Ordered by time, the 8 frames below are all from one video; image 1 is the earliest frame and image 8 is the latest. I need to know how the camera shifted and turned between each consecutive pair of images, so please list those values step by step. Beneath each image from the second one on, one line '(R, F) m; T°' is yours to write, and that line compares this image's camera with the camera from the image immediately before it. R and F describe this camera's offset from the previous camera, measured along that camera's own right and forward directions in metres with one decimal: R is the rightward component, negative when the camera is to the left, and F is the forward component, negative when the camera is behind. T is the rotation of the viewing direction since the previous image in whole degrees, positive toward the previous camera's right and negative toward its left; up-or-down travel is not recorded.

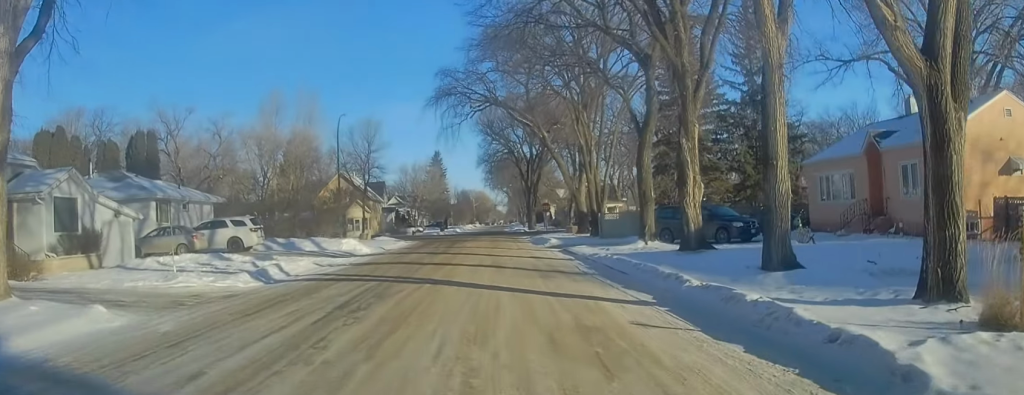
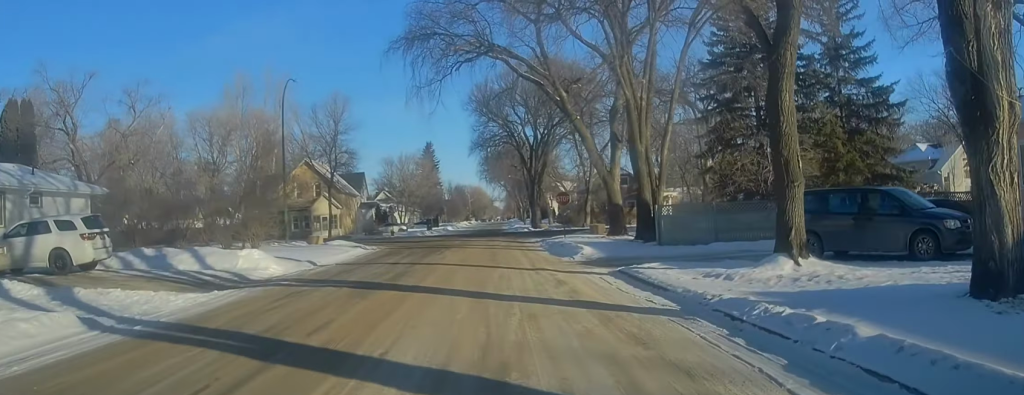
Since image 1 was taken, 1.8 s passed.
(0.0, +15.6) m; 0°
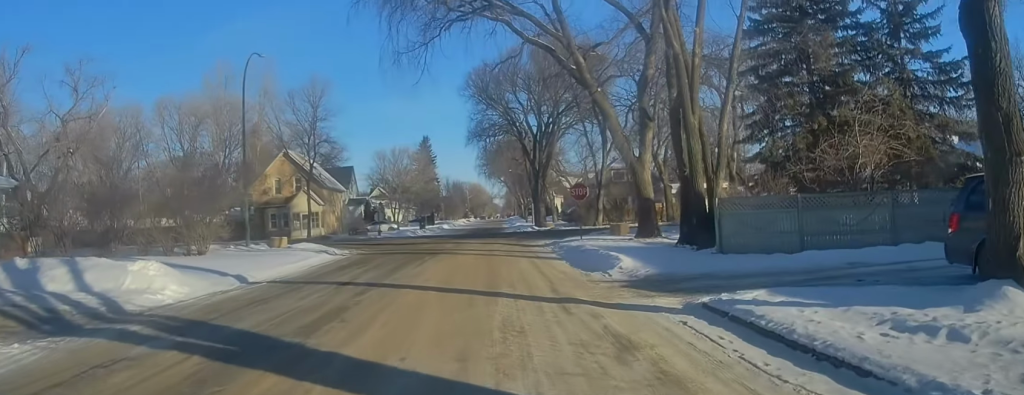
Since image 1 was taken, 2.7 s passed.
(0.0, +7.4) m; 0°
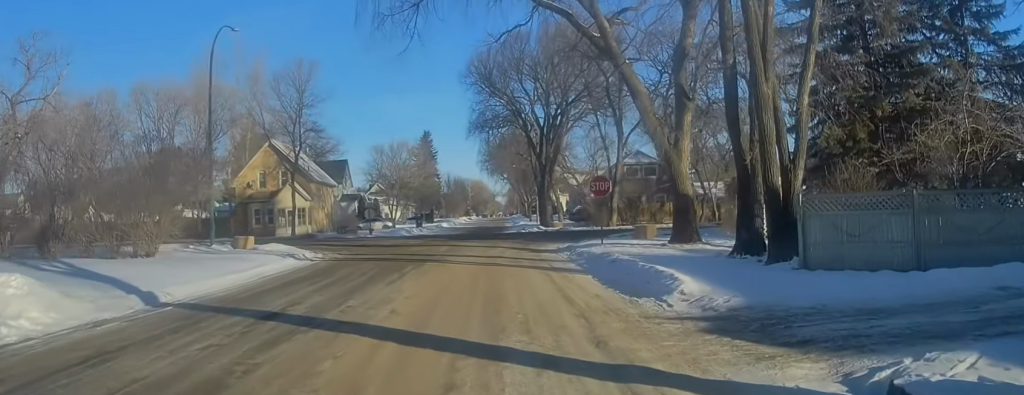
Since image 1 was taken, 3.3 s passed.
(0.0, +5.6) m; 0°
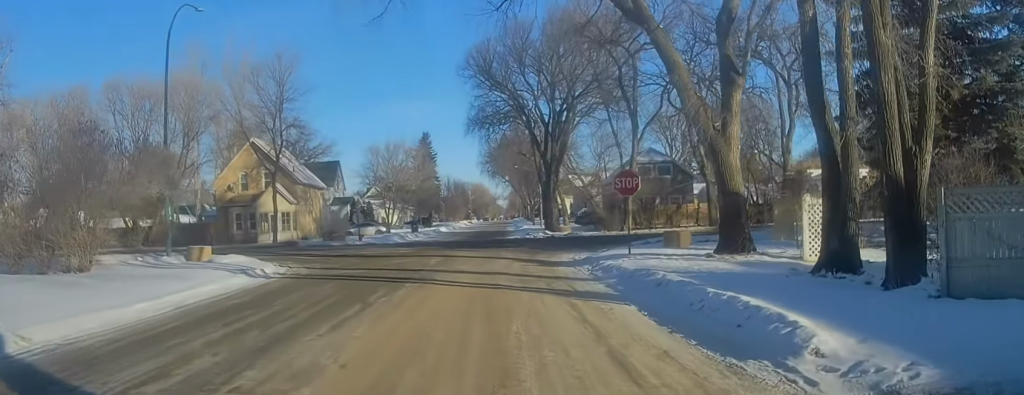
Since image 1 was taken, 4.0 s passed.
(0.0, +5.4) m; +3°
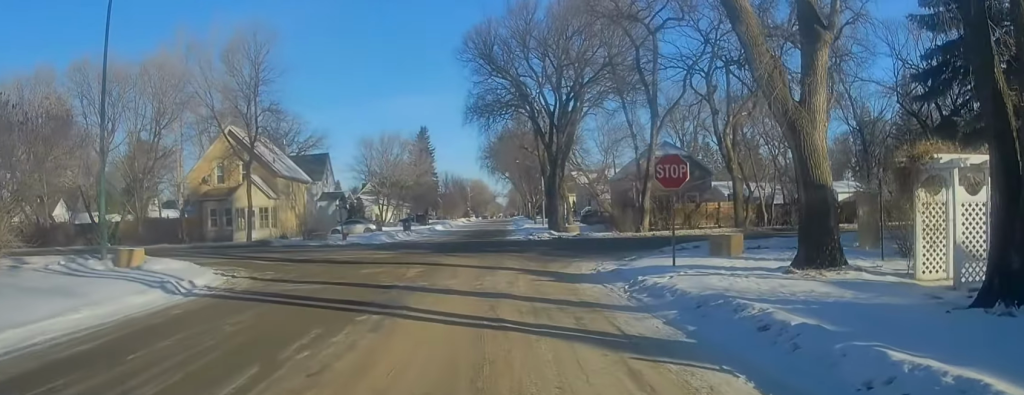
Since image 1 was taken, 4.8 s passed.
(+0.1, +5.8) m; +2°
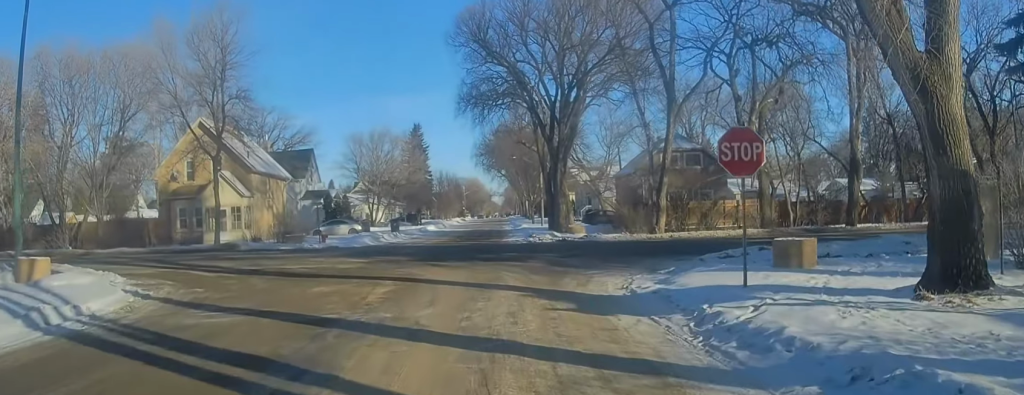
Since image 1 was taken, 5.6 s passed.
(+0.3, +5.6) m; 0°
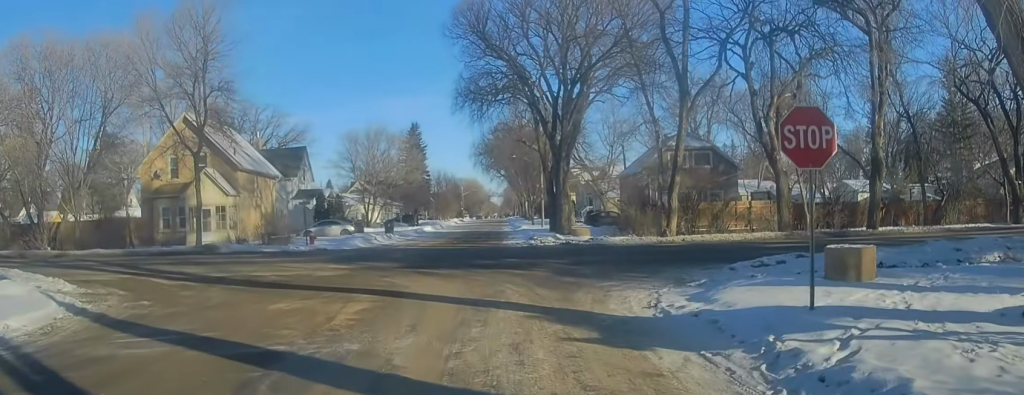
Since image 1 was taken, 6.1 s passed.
(-0.2, +3.0) m; -3°
